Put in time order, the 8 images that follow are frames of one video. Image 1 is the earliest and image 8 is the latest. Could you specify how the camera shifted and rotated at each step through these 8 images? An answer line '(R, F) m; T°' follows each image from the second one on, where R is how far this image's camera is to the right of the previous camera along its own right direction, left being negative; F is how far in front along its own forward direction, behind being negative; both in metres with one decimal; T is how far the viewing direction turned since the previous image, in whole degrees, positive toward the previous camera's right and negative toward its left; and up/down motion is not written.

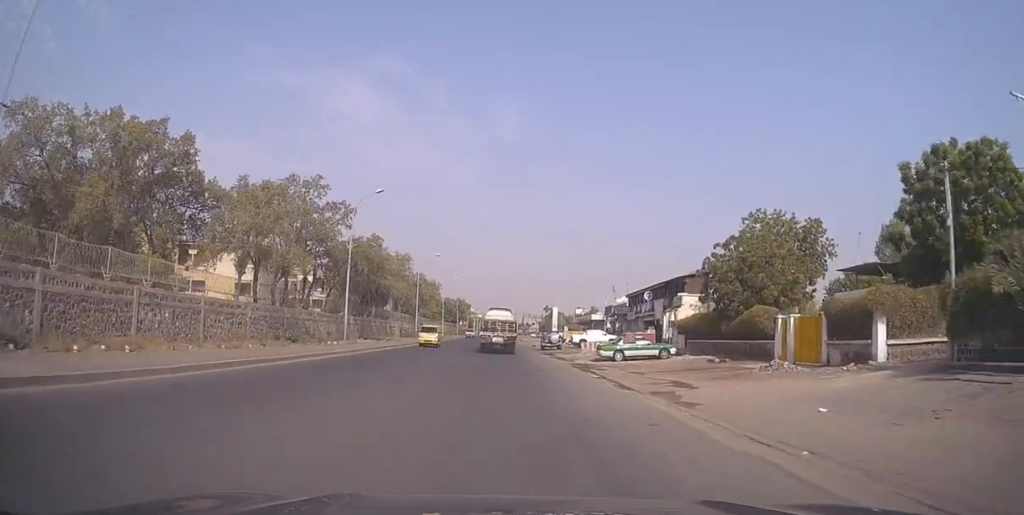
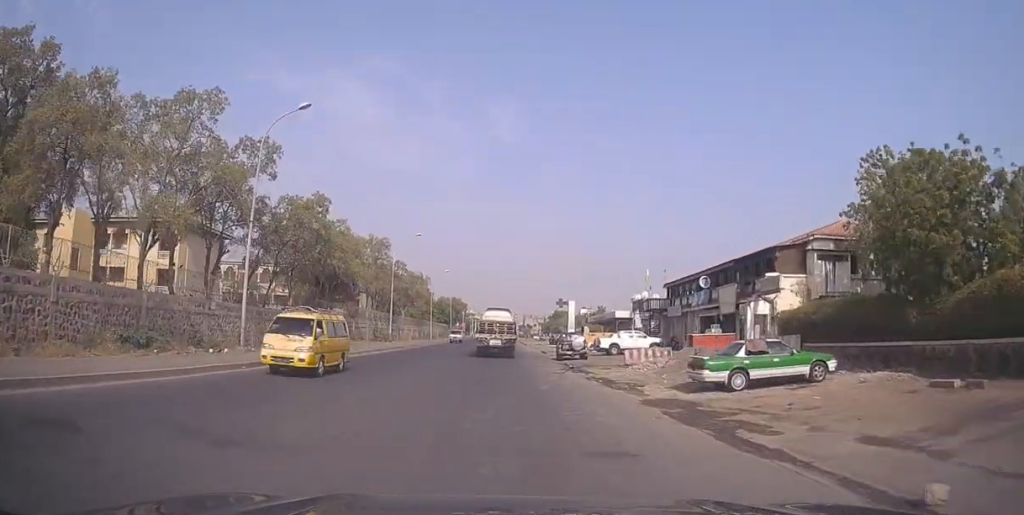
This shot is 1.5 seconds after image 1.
(+1.1, +18.2) m; +3°
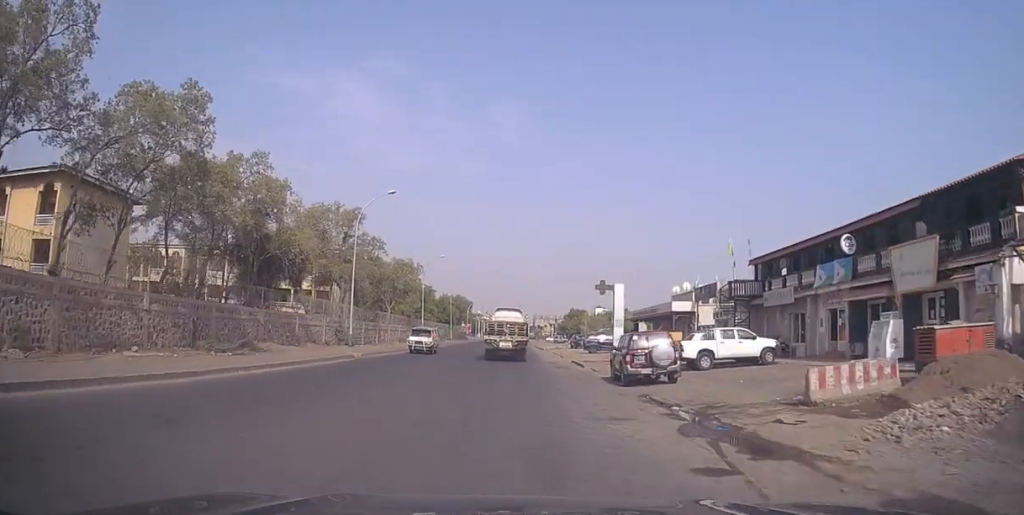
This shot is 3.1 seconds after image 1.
(-0.9, +19.2) m; -3°
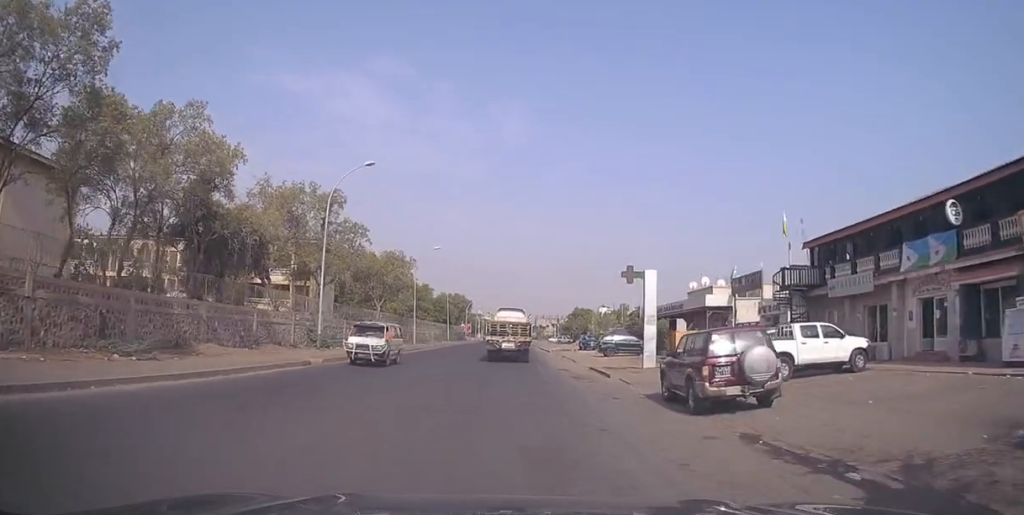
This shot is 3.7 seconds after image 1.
(+0.3, +7.5) m; +1°
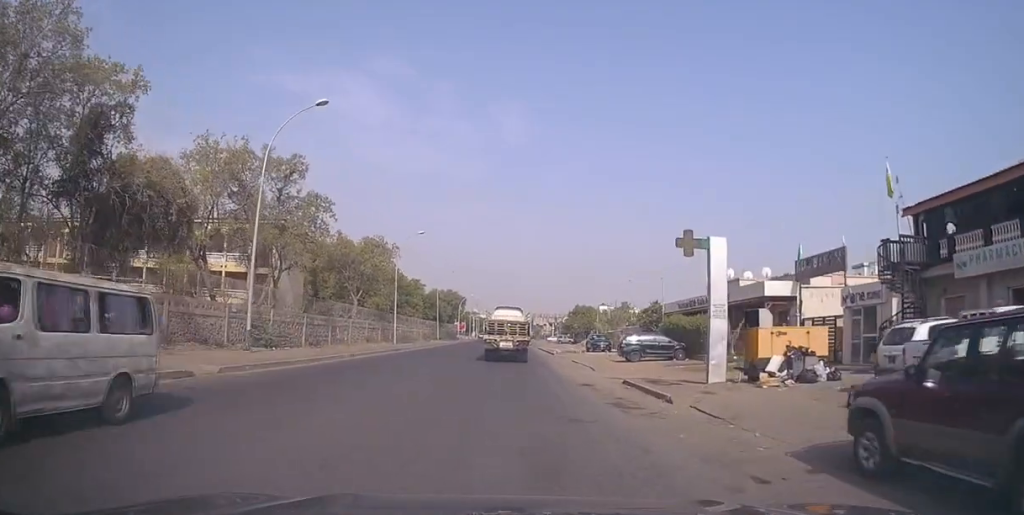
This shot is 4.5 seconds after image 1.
(0.0, +9.5) m; 0°
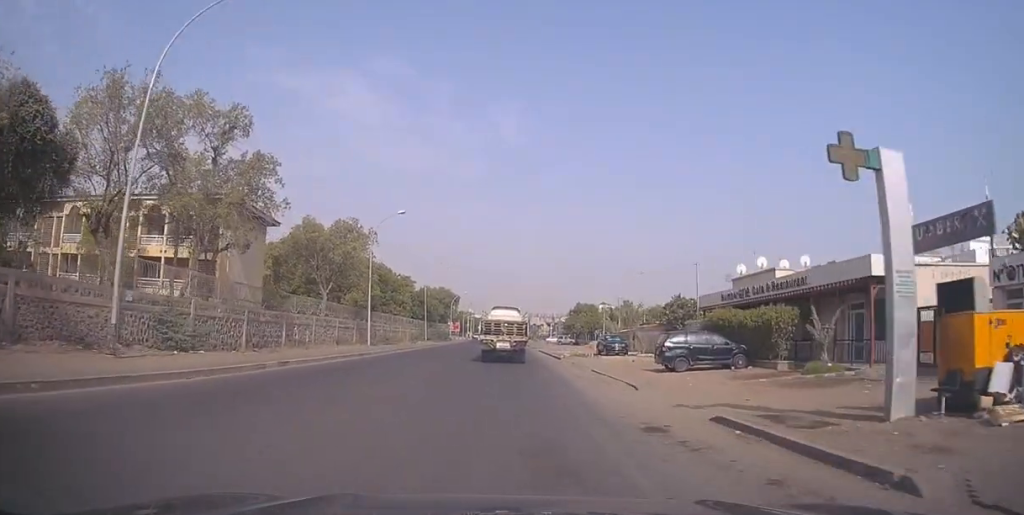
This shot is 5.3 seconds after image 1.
(0.0, +9.6) m; 0°
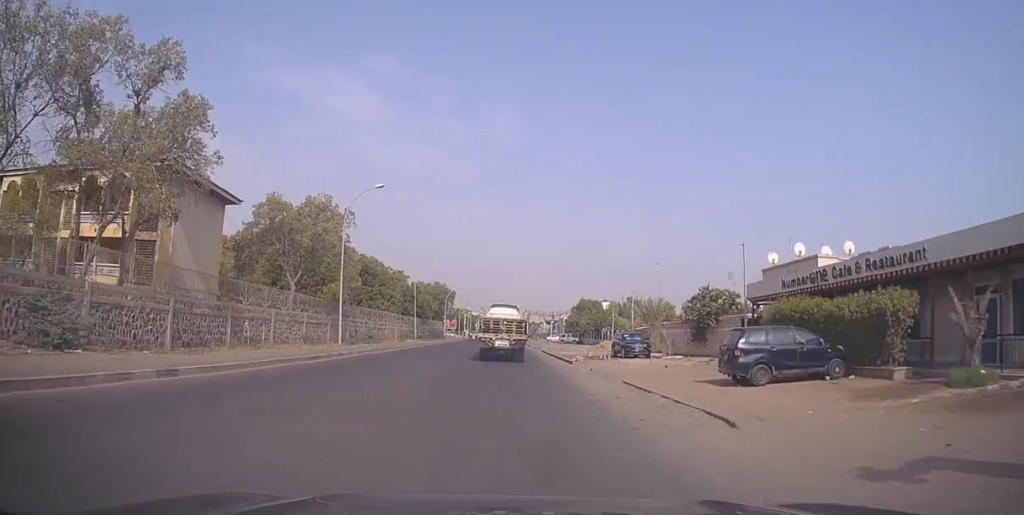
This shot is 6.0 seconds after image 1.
(0.0, +8.1) m; 0°
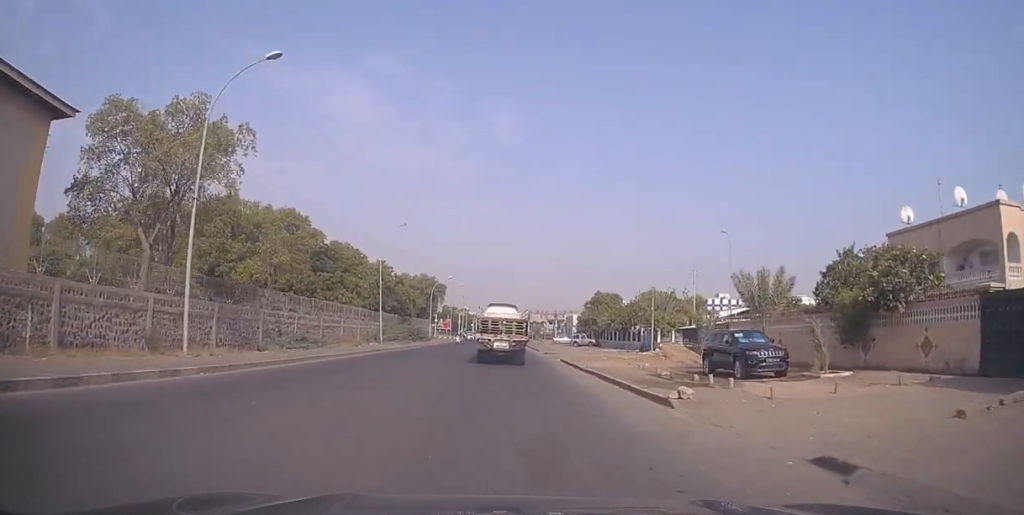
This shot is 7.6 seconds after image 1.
(0.0, +20.3) m; 0°
